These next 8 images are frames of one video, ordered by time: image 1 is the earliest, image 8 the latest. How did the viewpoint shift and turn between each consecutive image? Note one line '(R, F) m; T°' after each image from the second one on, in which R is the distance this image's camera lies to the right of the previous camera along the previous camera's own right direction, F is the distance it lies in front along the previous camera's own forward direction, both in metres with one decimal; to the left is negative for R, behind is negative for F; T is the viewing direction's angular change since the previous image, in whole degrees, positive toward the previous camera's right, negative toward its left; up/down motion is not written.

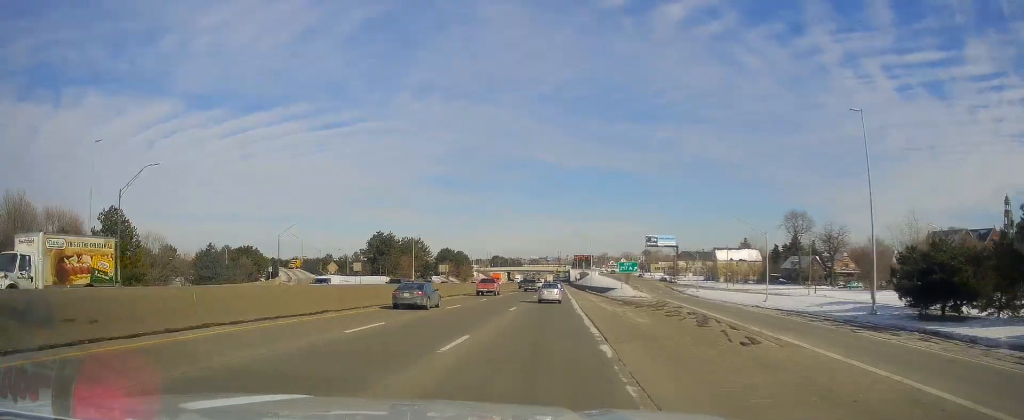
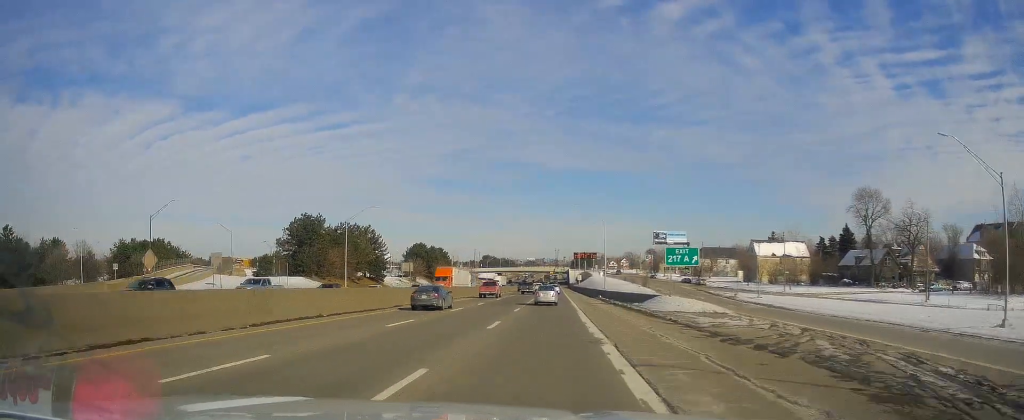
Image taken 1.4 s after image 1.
(+1.0, +38.2) m; +2°
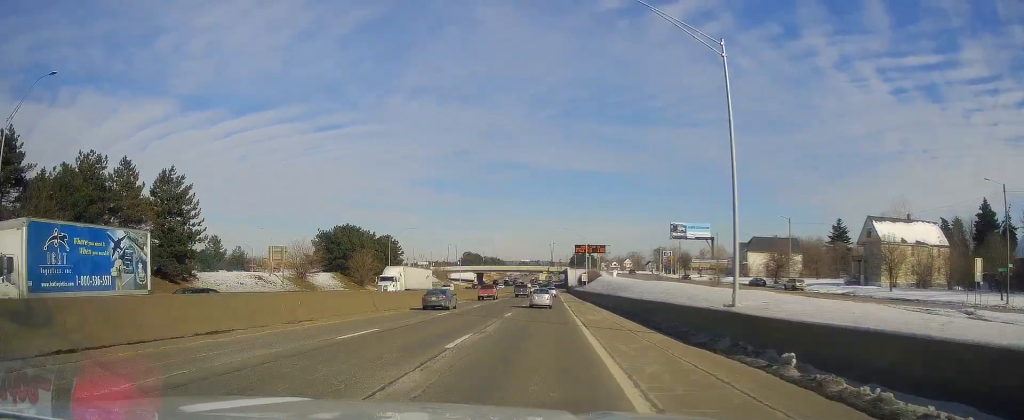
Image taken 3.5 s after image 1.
(-0.6, +59.7) m; -1°
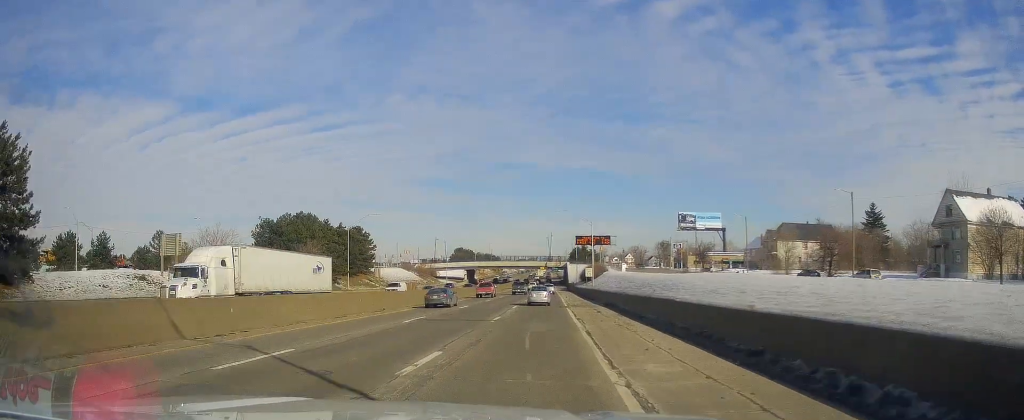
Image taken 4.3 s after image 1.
(-0.4, +21.4) m; +1°
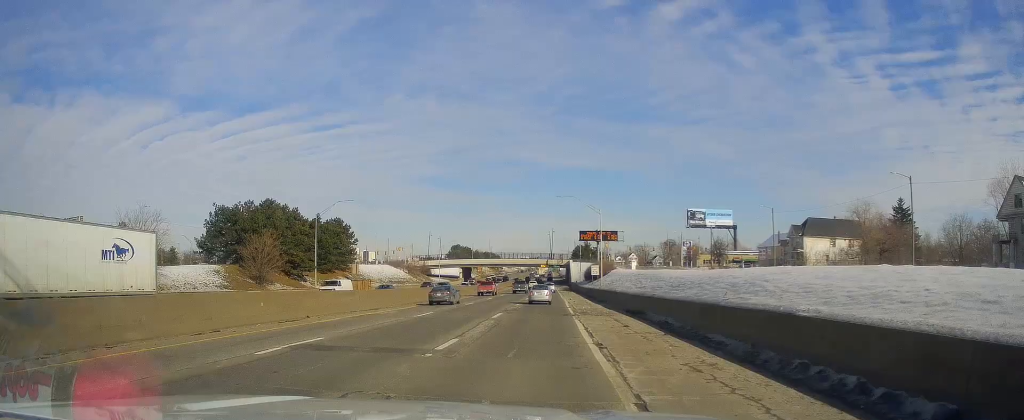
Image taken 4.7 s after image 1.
(+0.6, +13.0) m; 0°
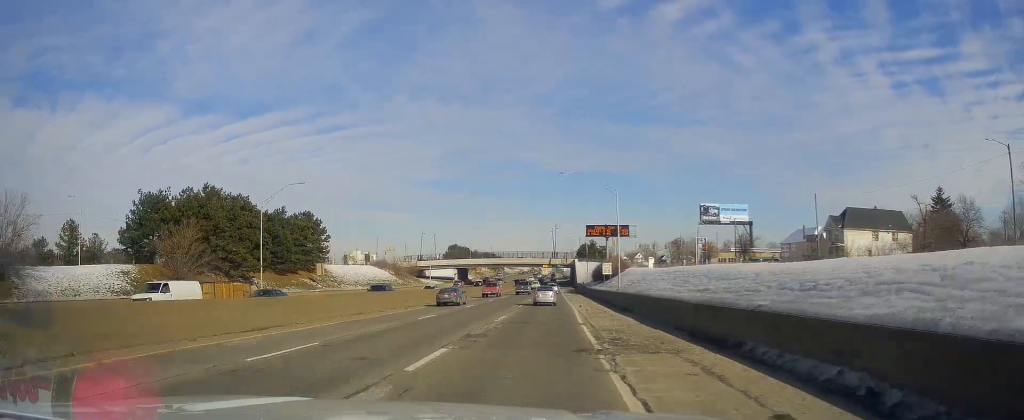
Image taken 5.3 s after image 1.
(+0.3, +15.8) m; 0°
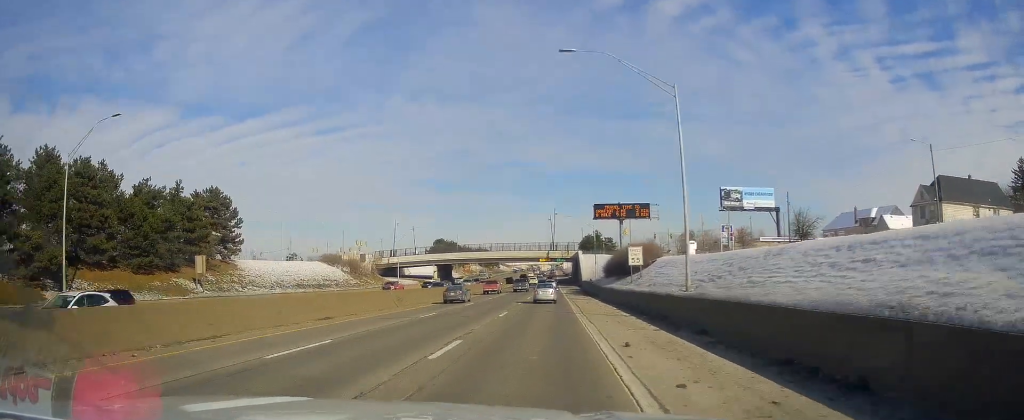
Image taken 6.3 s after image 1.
(-0.6, +28.9) m; 0°
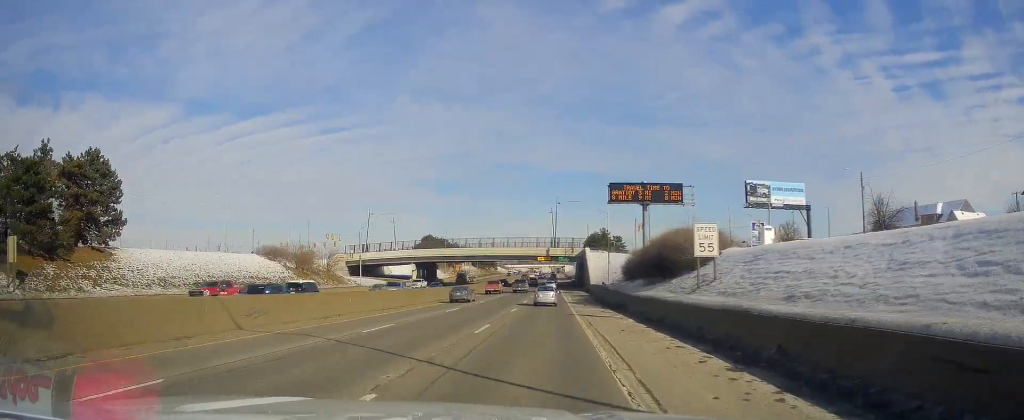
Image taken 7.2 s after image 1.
(+0.7, +23.2) m; 0°
